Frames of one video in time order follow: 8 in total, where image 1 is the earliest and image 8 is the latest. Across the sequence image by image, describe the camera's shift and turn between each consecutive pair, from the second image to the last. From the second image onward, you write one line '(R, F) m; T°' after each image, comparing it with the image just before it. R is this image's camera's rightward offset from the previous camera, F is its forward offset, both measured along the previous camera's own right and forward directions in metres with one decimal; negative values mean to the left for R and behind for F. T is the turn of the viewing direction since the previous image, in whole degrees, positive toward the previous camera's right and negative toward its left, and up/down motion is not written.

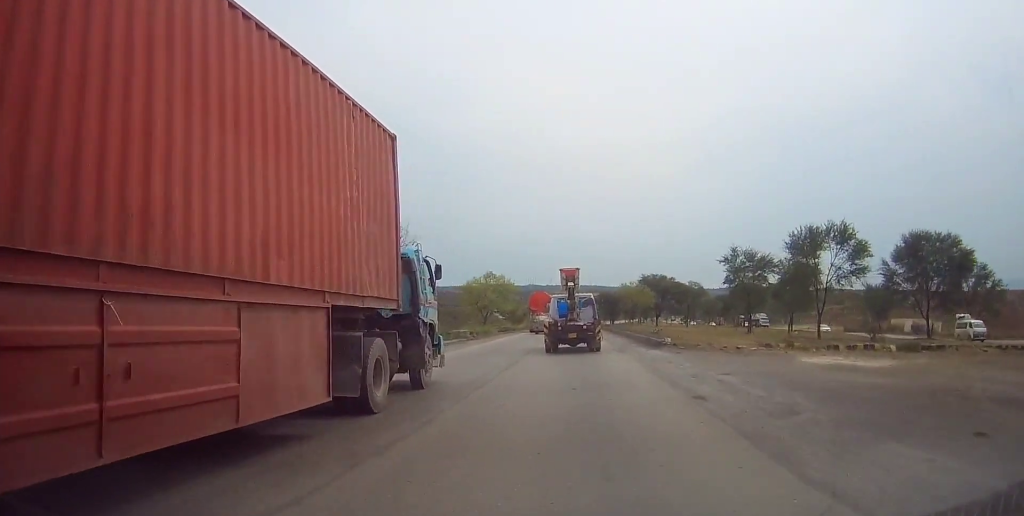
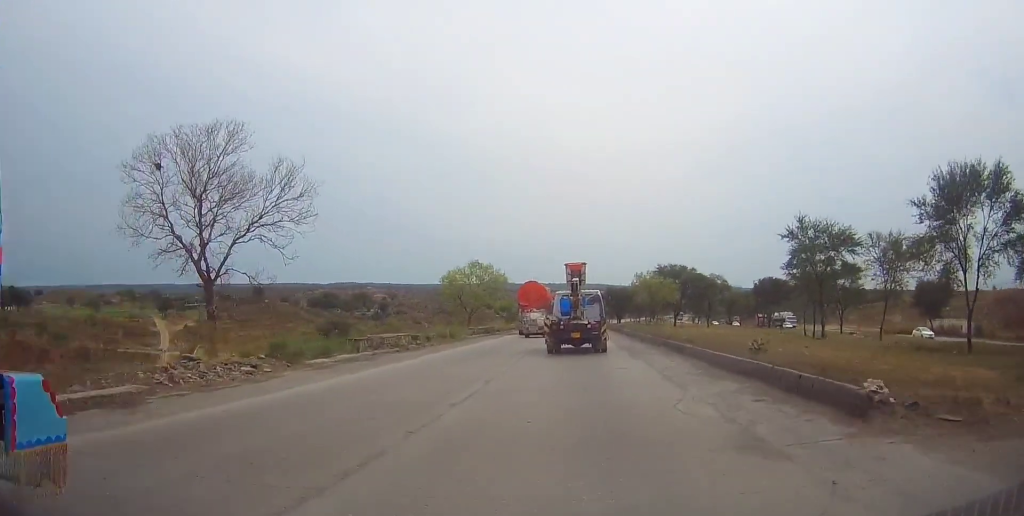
(0.0, +18.4) m; 0°
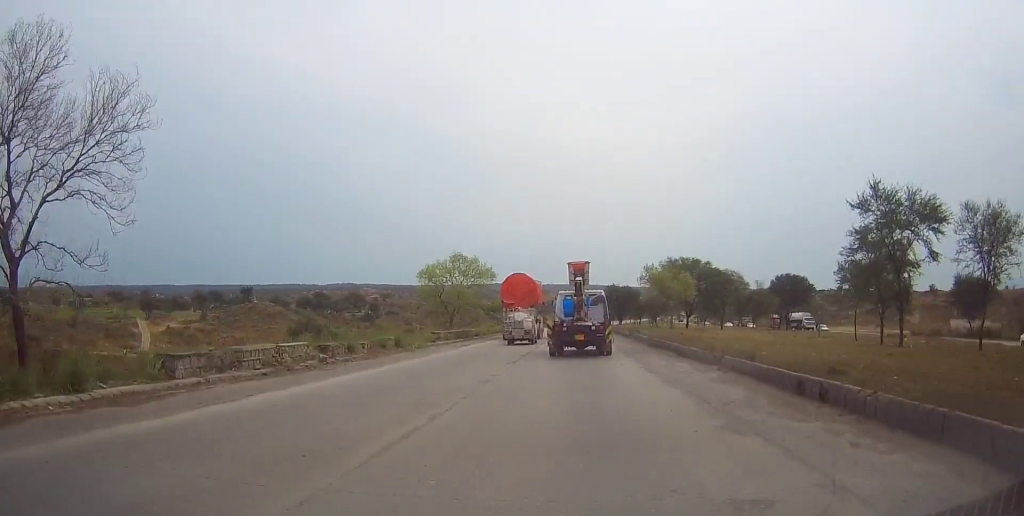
(0.0, +12.2) m; 0°
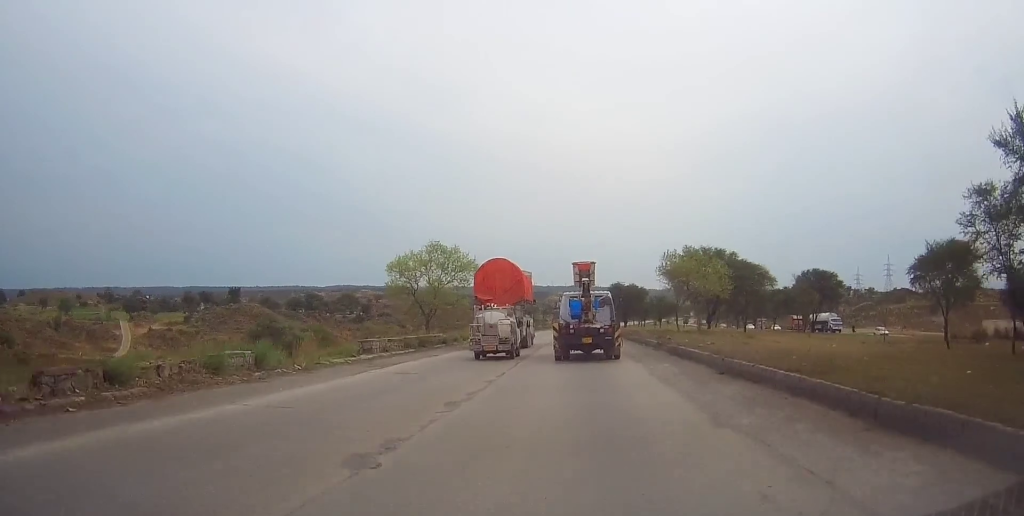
(0.0, +13.4) m; -2°
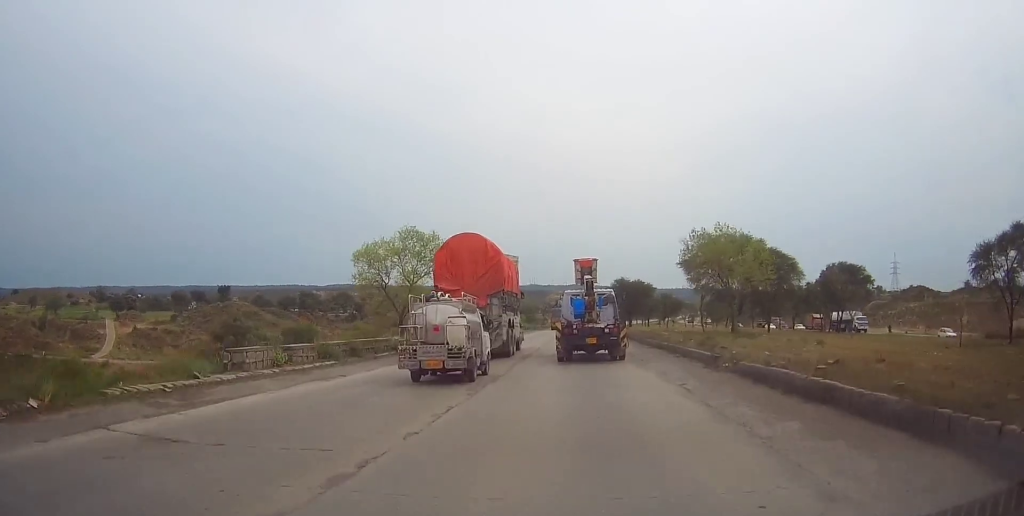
(-0.1, +10.9) m; 0°
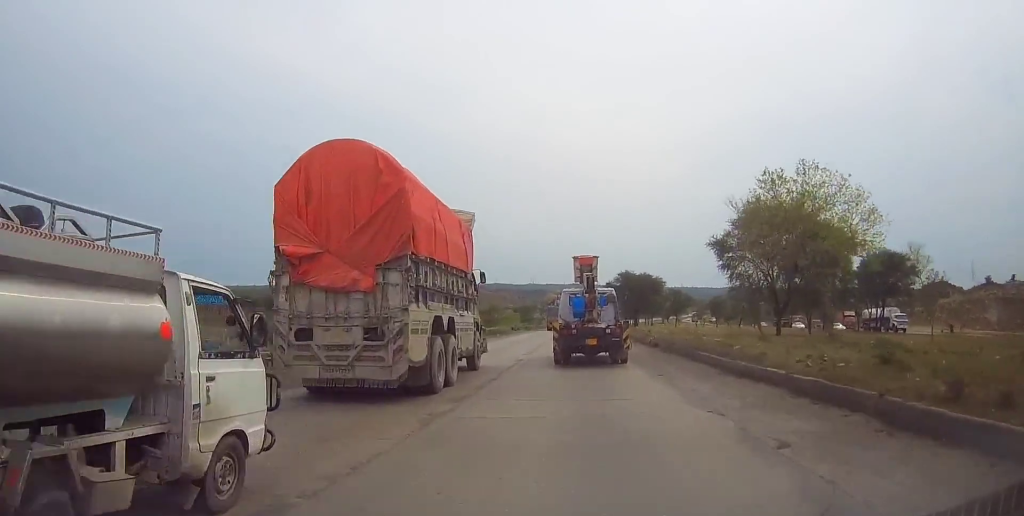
(-0.3, +14.1) m; +1°
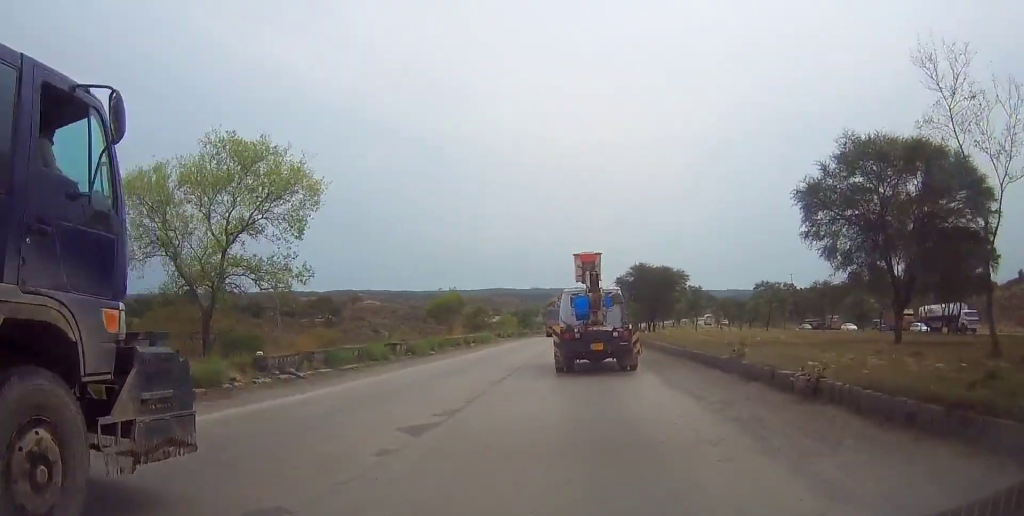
(+0.8, +17.6) m; +2°
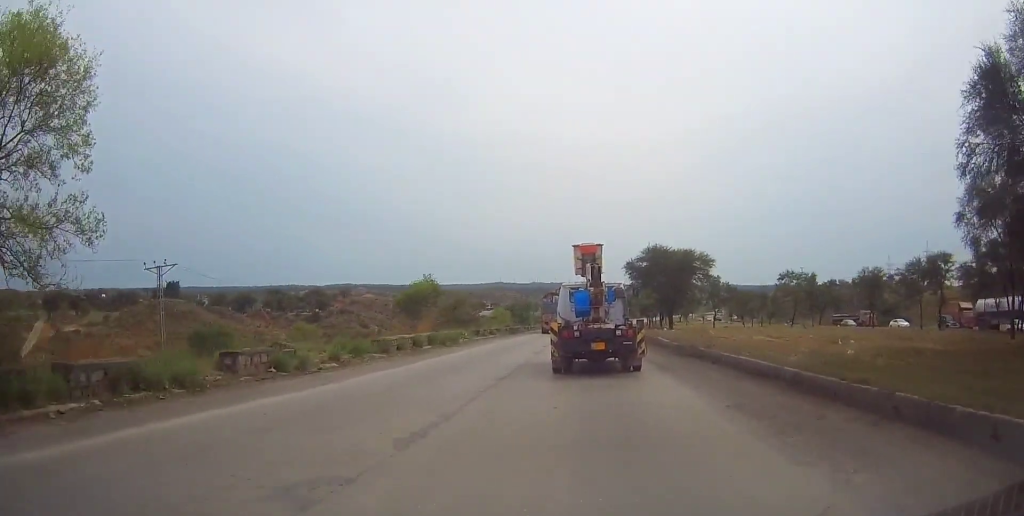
(-0.2, +14.1) m; -1°
